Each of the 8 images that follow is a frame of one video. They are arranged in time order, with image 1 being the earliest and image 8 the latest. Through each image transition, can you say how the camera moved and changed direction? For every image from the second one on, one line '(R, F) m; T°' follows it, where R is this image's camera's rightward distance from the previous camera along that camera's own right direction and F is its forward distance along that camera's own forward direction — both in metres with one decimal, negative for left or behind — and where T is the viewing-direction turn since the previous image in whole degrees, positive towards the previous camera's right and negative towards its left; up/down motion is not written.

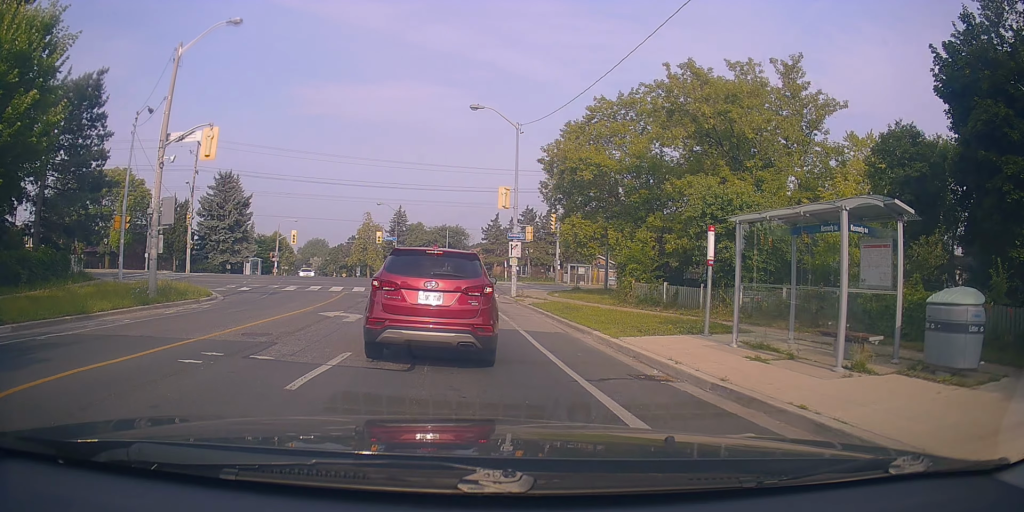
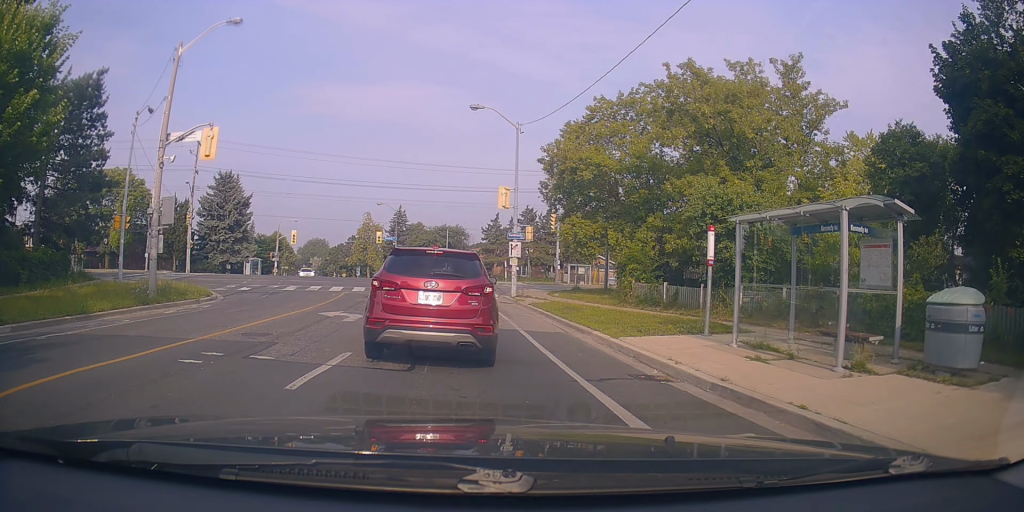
(0.0, 0.0) m; 0°
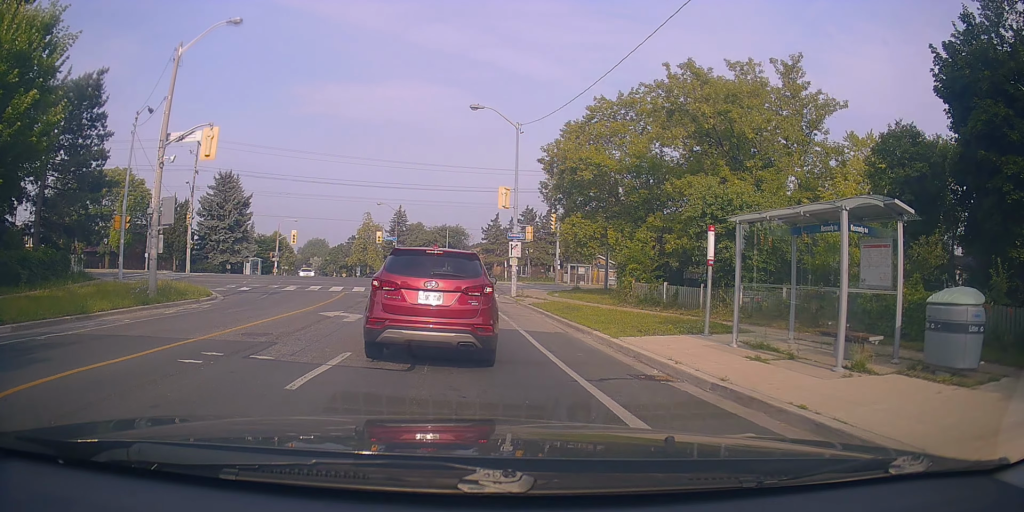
(0.0, 0.0) m; 0°
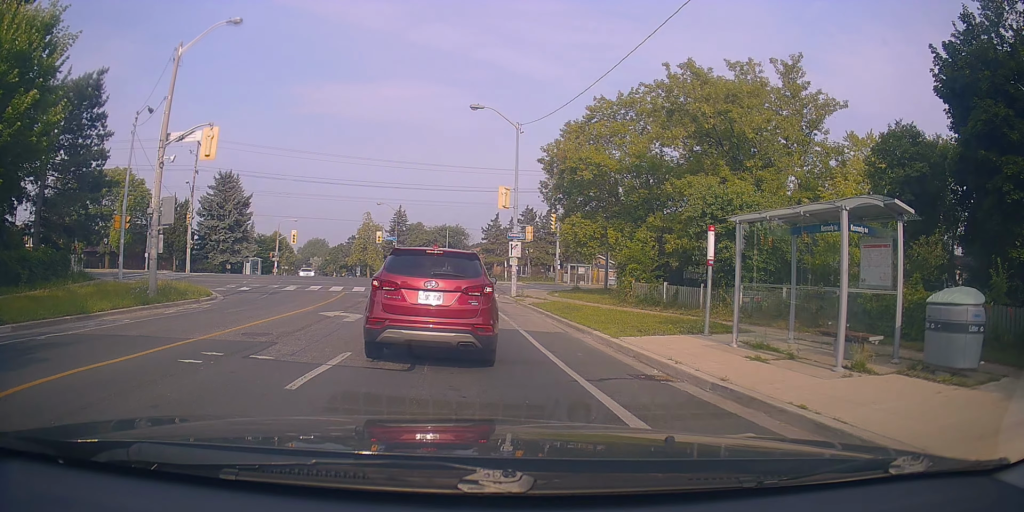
(0.0, 0.0) m; 0°
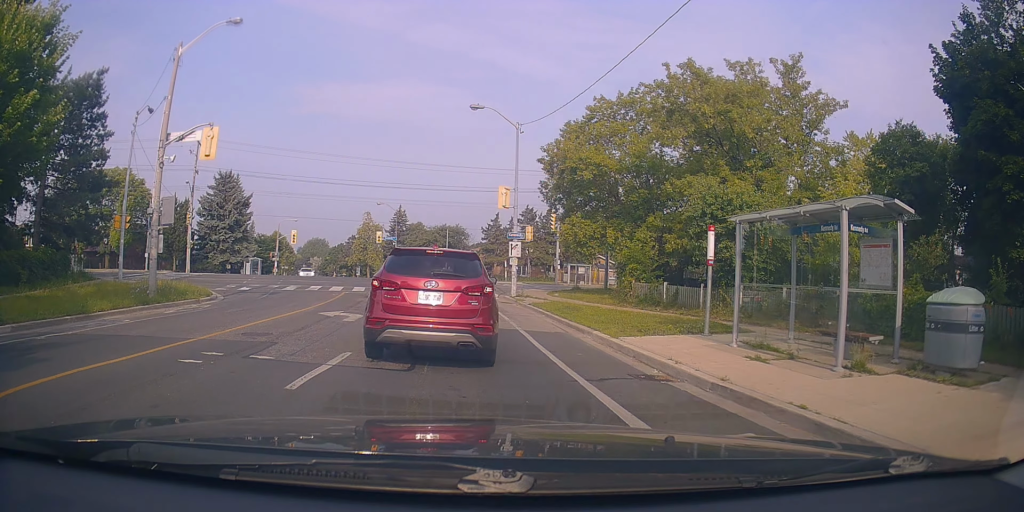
(0.0, 0.0) m; 0°
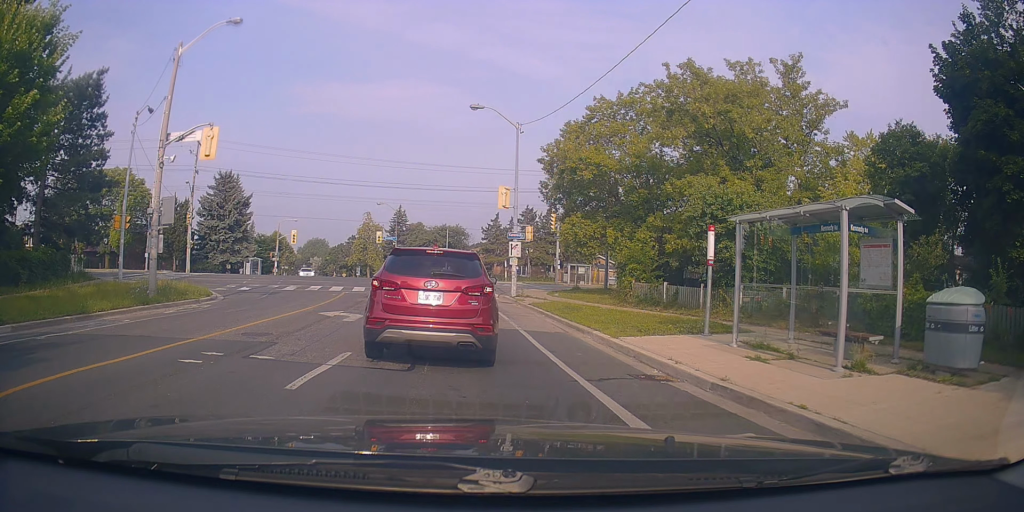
(0.0, 0.0) m; 0°
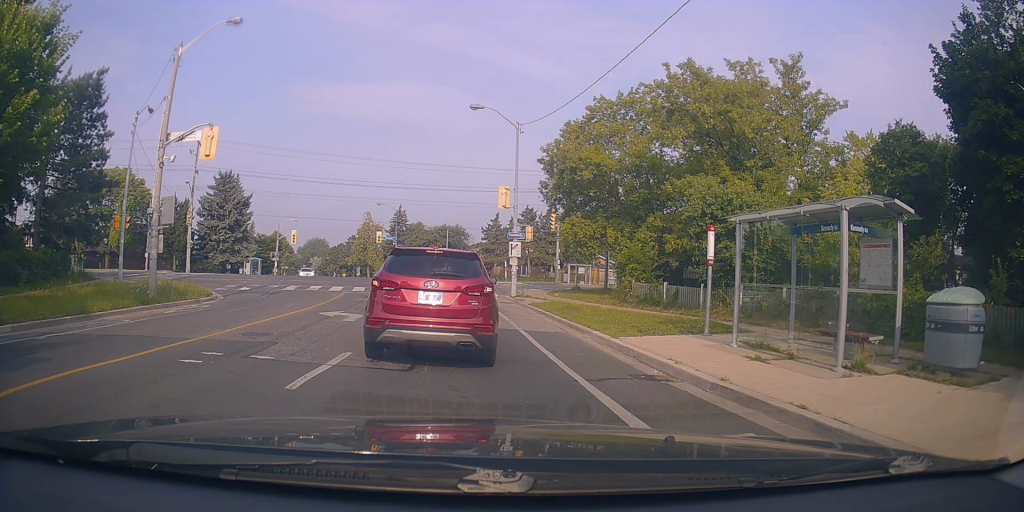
(0.0, 0.0) m; 0°
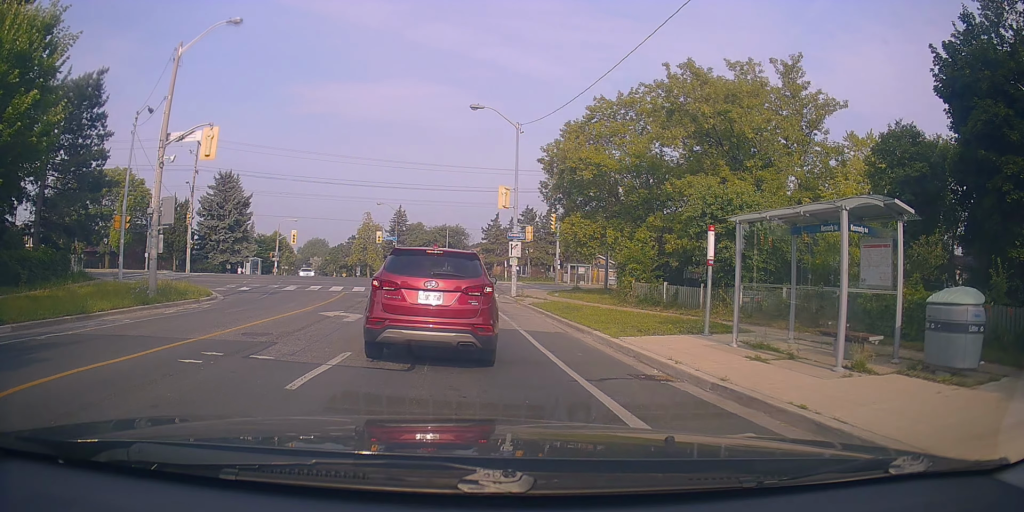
(0.0, 0.0) m; 0°
